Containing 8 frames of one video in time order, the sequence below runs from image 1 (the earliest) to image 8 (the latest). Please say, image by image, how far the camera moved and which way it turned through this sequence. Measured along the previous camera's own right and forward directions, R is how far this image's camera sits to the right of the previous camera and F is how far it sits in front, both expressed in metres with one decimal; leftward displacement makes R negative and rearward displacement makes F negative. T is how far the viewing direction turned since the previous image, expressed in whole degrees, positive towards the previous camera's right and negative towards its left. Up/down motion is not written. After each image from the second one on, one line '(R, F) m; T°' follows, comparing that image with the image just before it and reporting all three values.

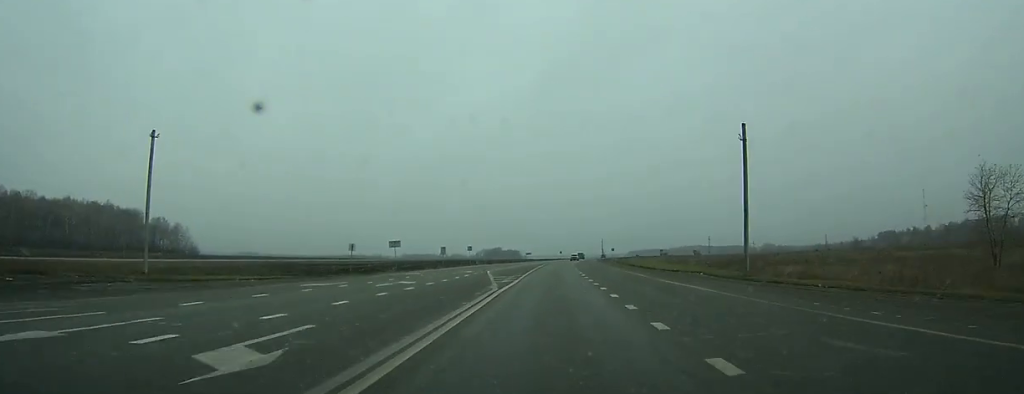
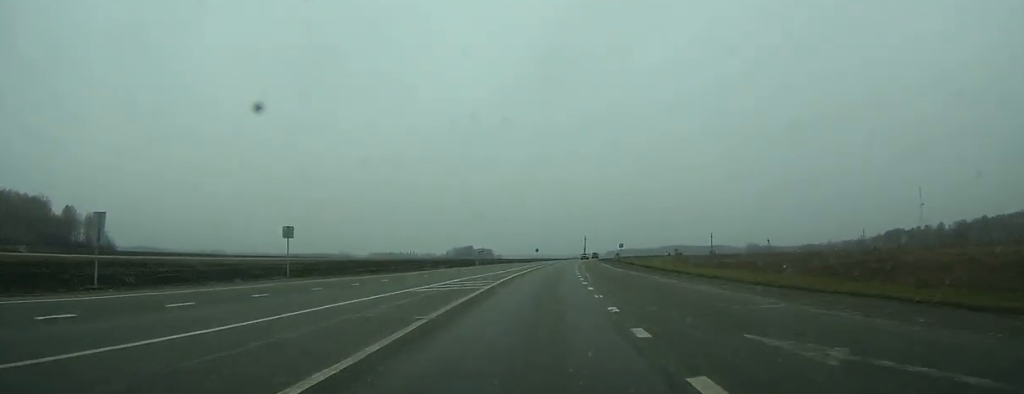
(+2.2, +61.0) m; +3°
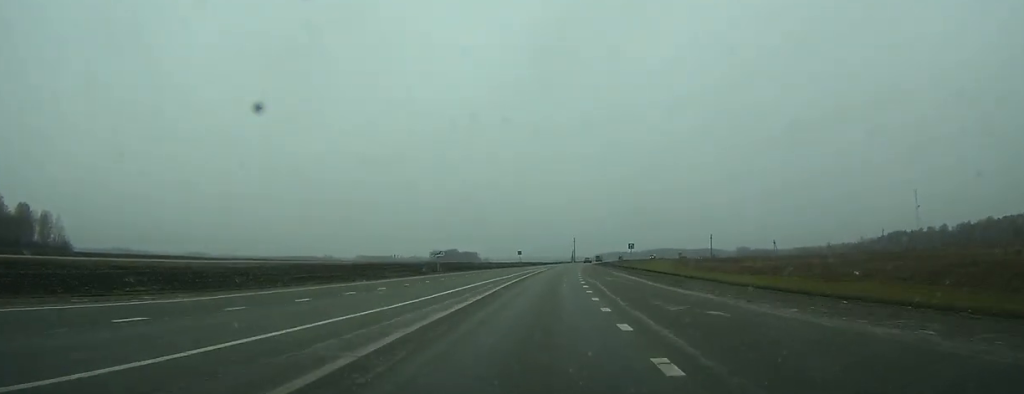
(+0.2, +26.5) m; +1°
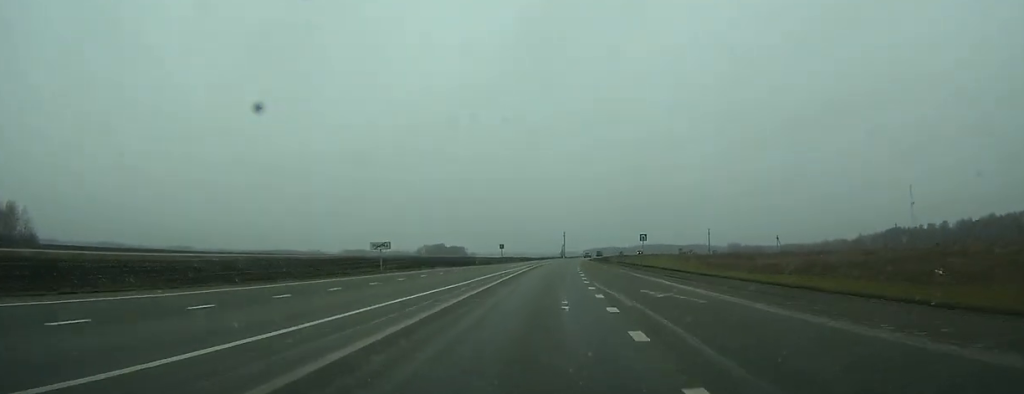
(+0.1, +19.0) m; +1°
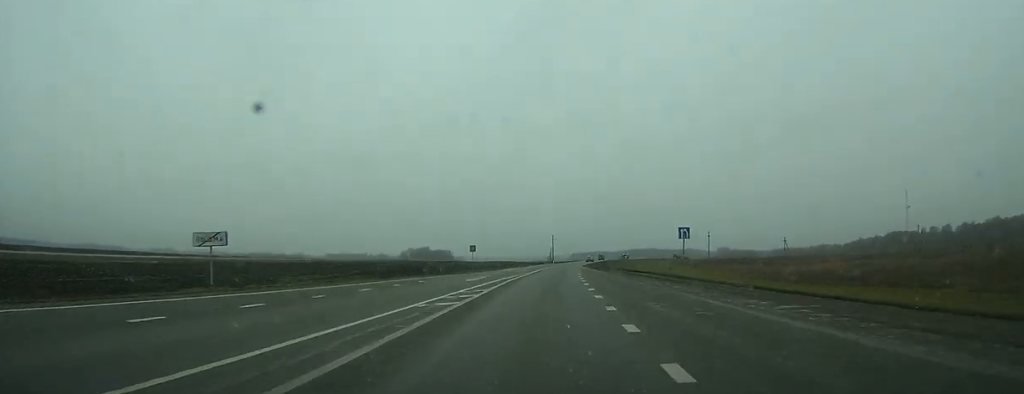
(+0.2, +23.4) m; +1°
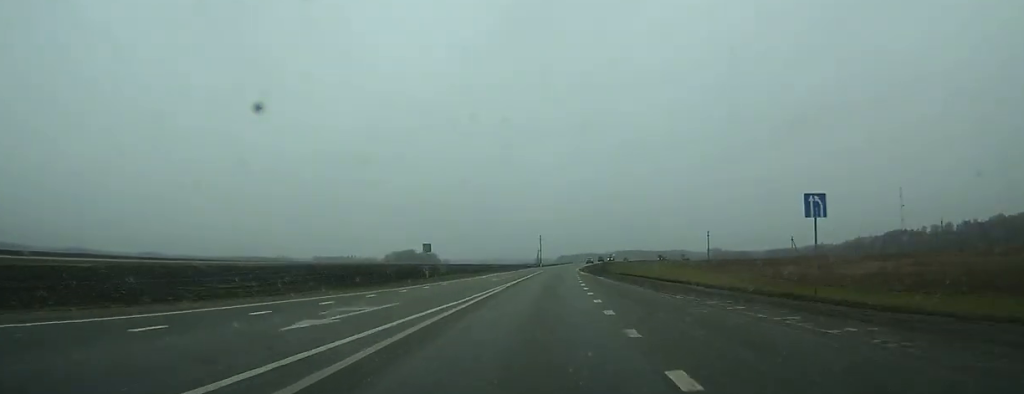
(+0.2, +20.8) m; +1°
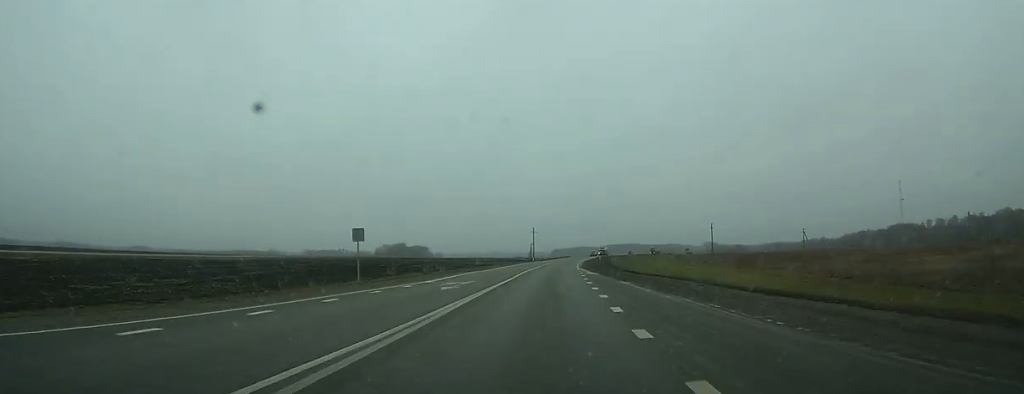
(+0.1, +16.6) m; +1°
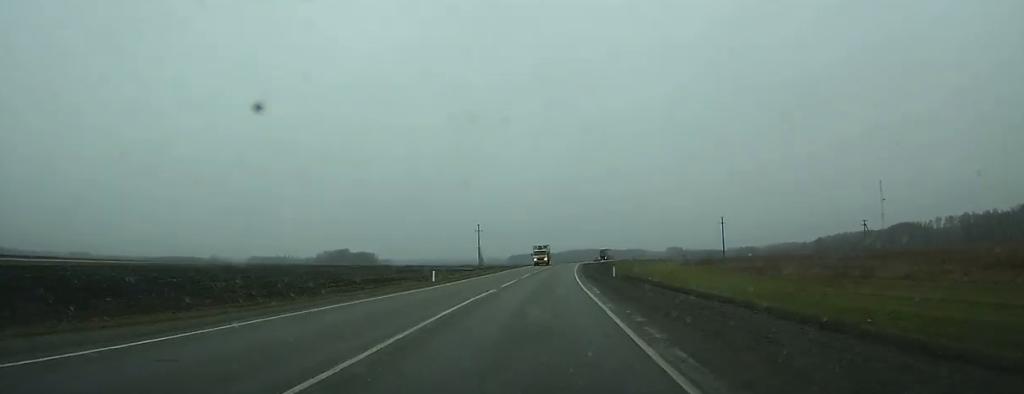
(+2.5, +66.3) m; +4°
